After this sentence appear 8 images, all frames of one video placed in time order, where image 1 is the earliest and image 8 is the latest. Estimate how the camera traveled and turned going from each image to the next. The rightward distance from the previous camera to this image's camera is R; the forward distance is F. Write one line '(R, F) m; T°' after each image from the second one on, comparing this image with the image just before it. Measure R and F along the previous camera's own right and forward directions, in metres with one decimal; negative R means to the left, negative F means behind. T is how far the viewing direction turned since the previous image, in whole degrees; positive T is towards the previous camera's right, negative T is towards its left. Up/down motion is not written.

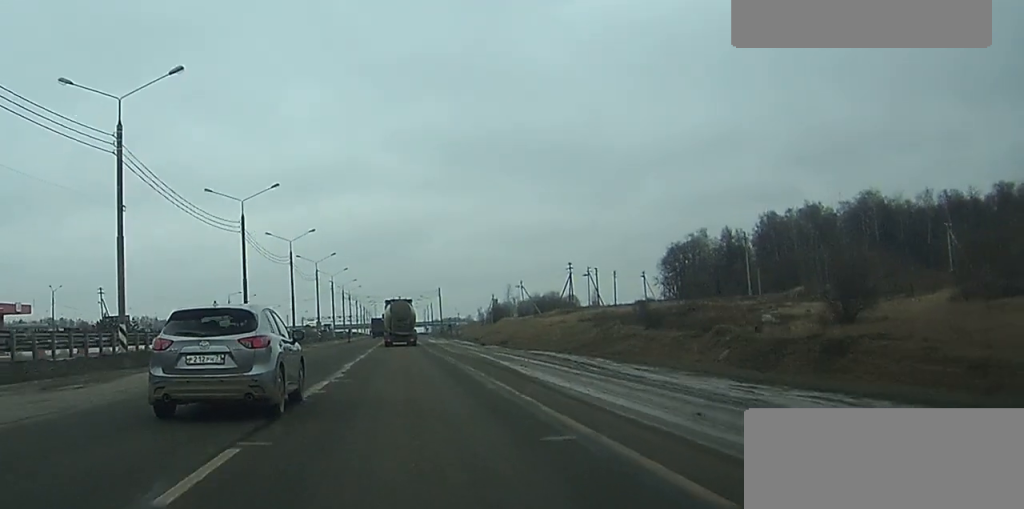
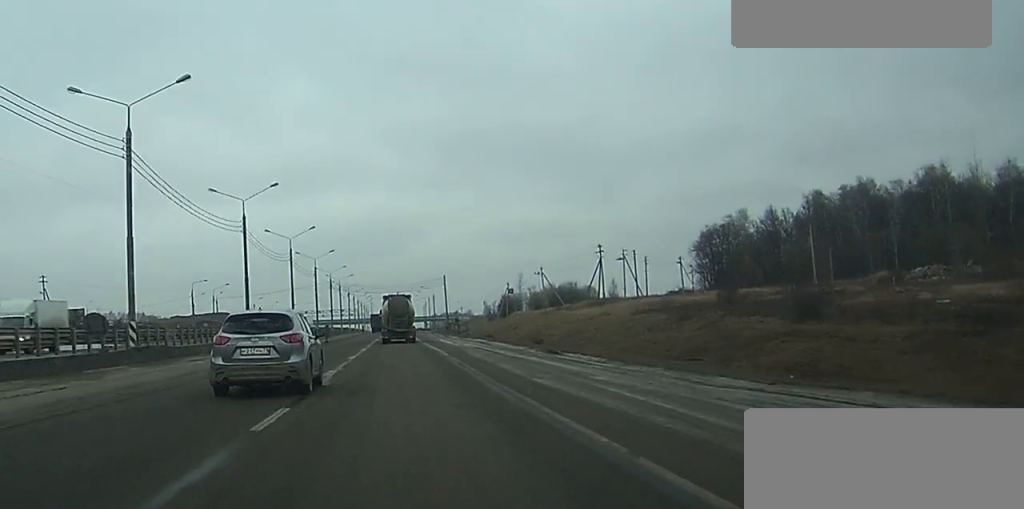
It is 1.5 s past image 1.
(+0.2, +30.2) m; 0°
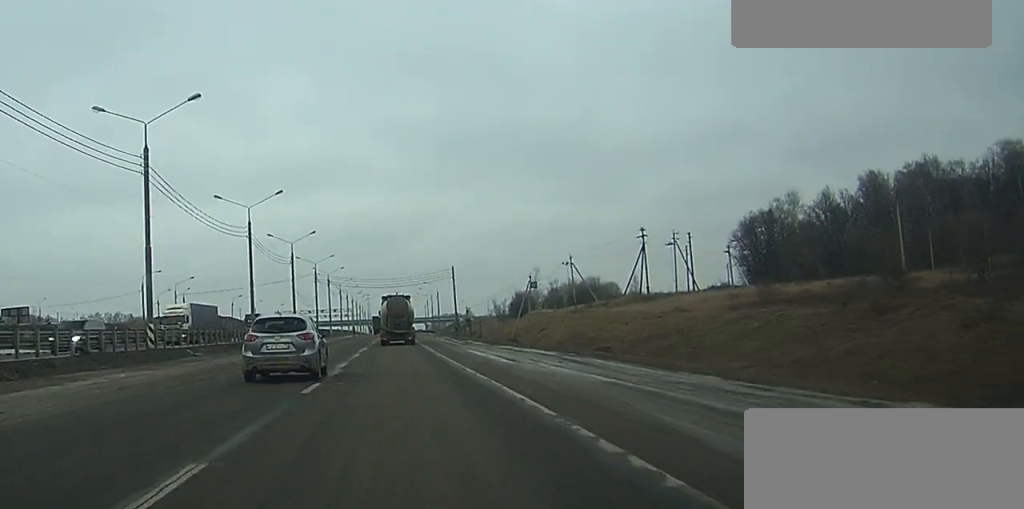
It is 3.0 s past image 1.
(-0.1, +29.1) m; 0°
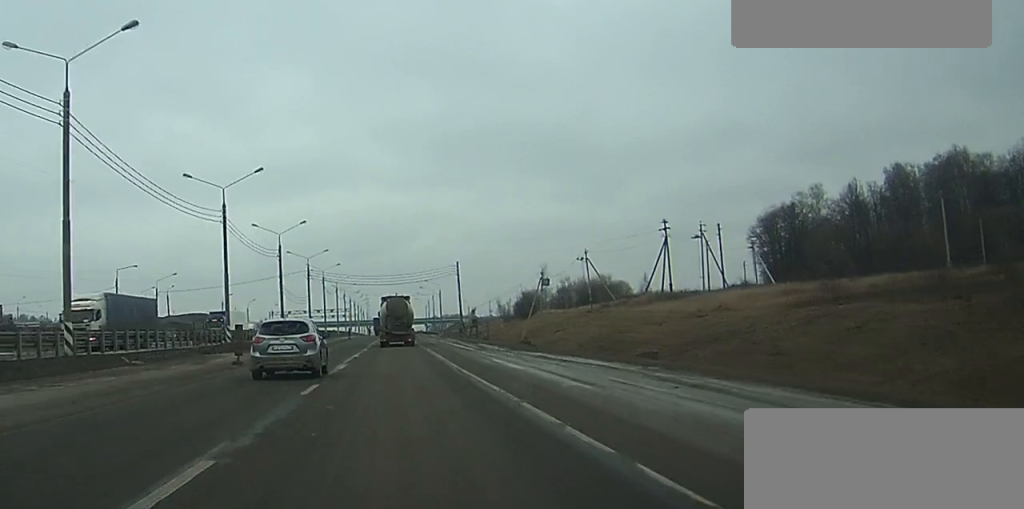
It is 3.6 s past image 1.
(-0.1, +11.6) m; 0°
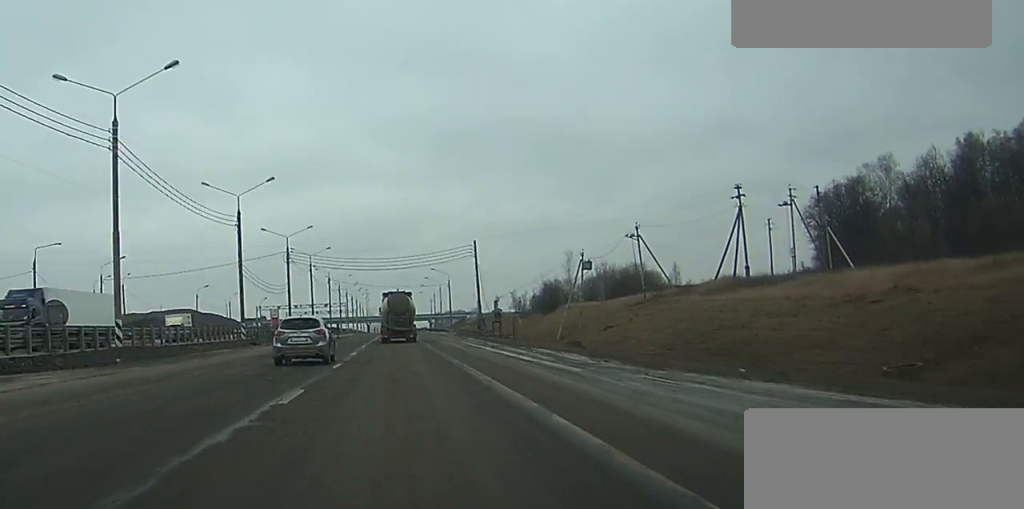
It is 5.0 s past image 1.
(0.0, +26.8) m; 0°
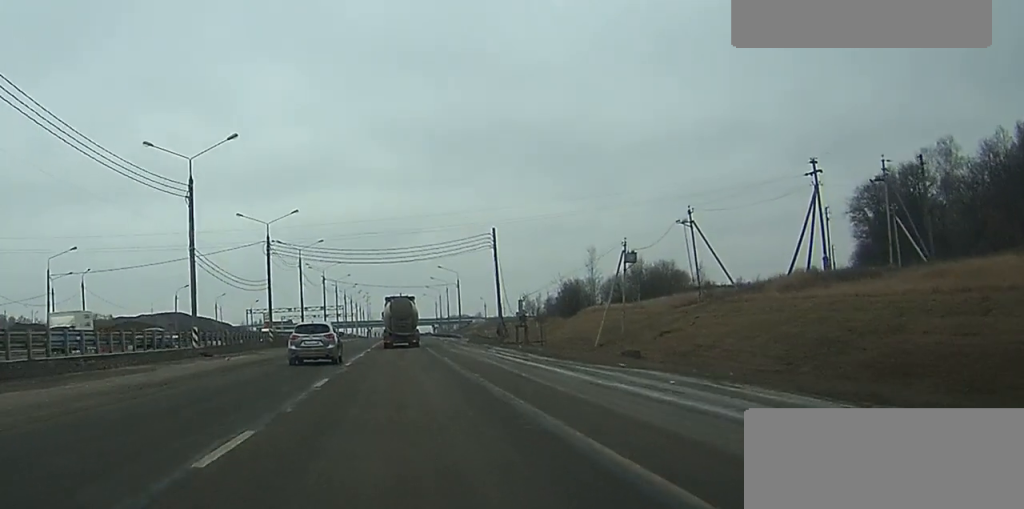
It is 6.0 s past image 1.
(-0.1, +17.9) m; 0°
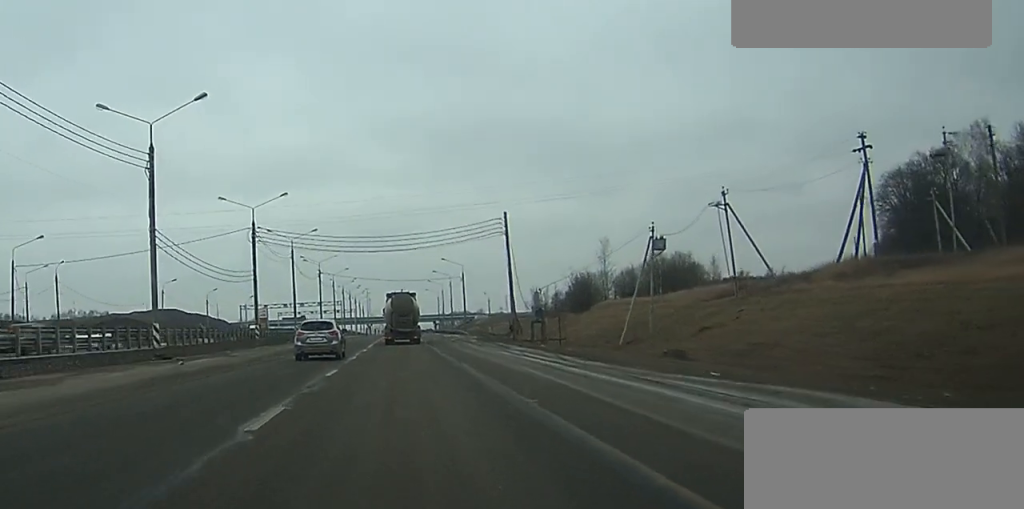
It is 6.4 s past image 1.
(0.0, +9.0) m; 0°
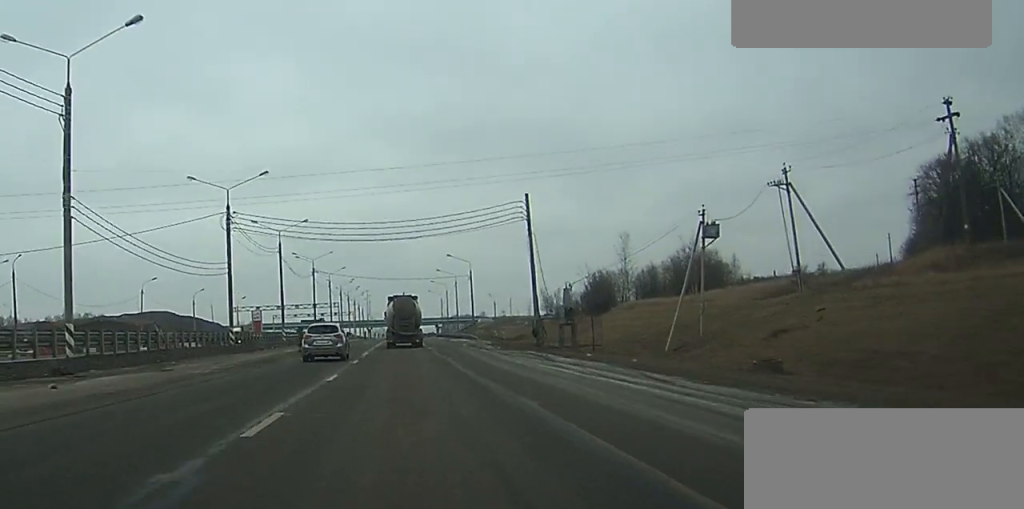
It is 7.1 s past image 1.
(0.0, +12.2) m; 0°
